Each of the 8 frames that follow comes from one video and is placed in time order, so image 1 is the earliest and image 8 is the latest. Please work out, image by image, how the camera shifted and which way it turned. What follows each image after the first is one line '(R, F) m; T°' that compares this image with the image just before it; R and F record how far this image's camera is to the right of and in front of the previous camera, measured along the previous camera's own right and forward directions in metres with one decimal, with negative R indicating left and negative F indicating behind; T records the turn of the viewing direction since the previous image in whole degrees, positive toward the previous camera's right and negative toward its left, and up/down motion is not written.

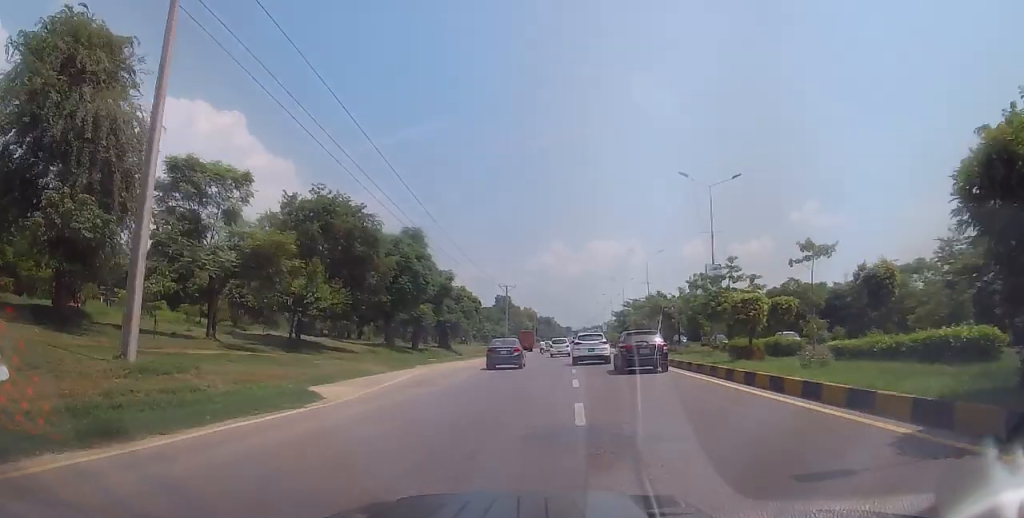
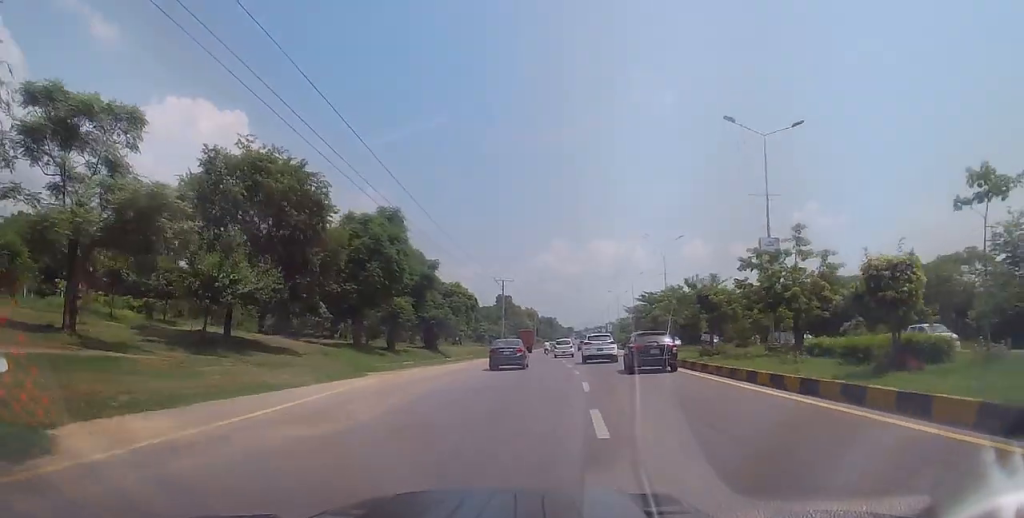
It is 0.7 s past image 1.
(-0.1, +9.0) m; 0°
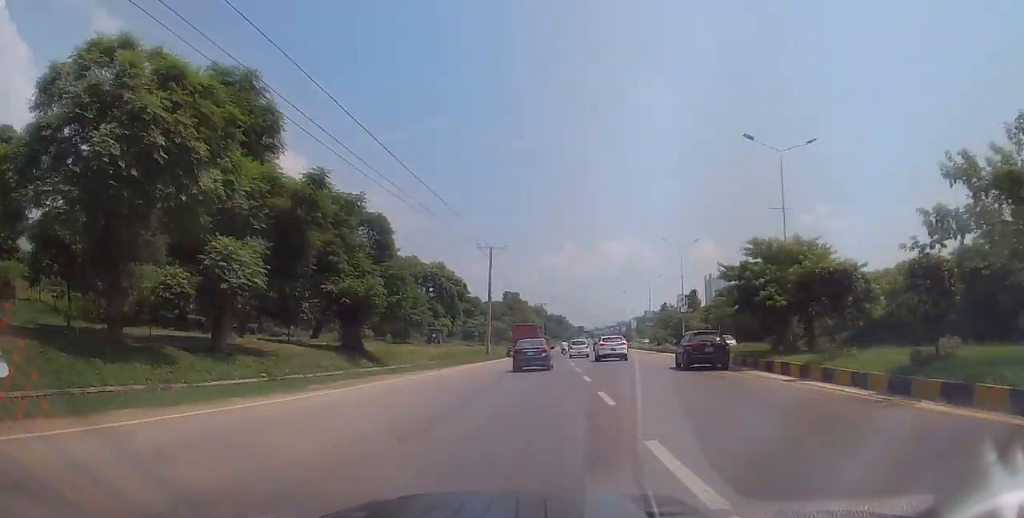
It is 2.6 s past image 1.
(+0.5, +27.0) m; +2°
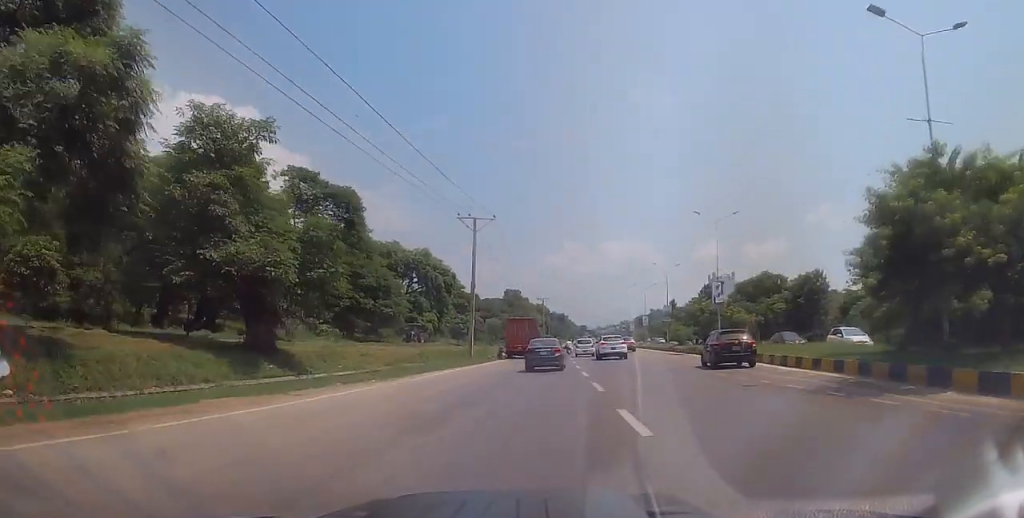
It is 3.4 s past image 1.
(0.0, +11.9) m; -2°
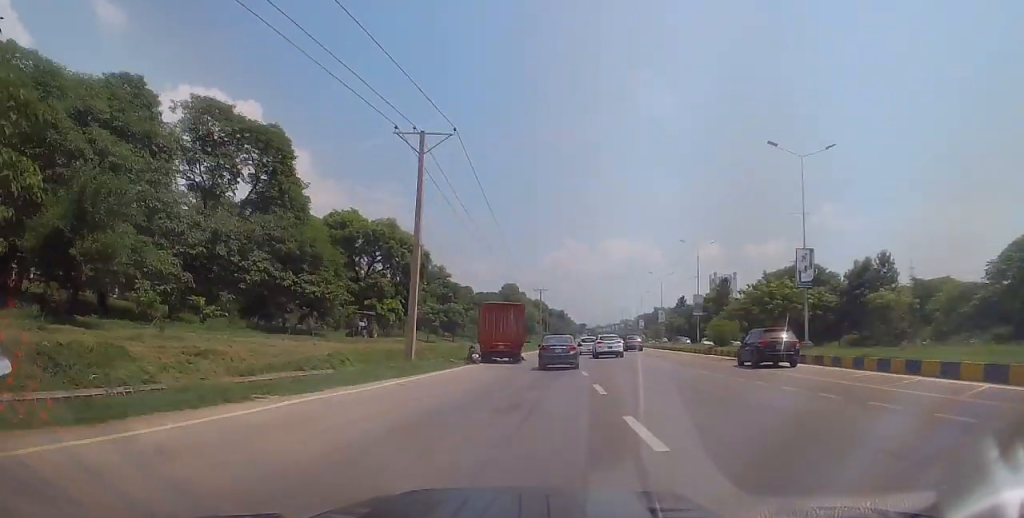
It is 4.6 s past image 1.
(-0.7, +16.5) m; +1°
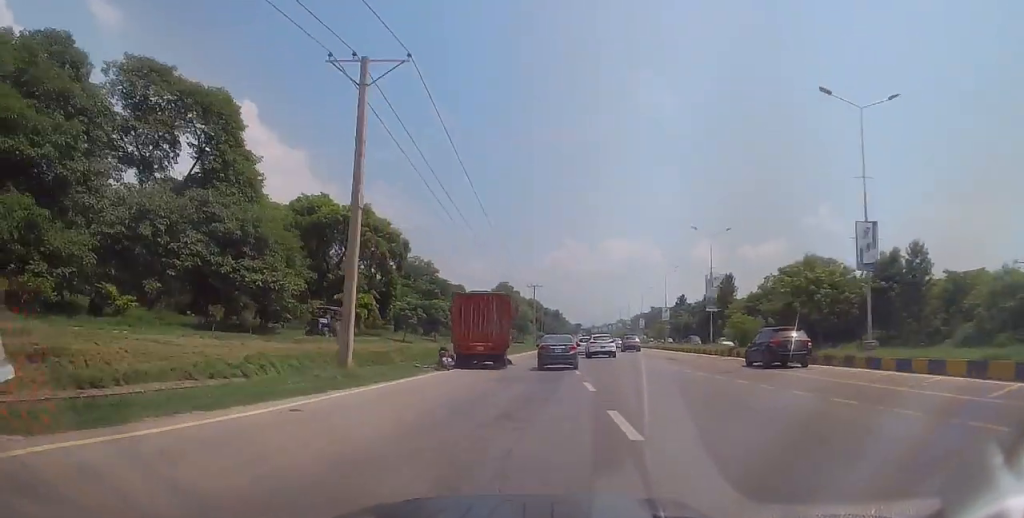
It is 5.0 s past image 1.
(+0.5, +6.8) m; +1°
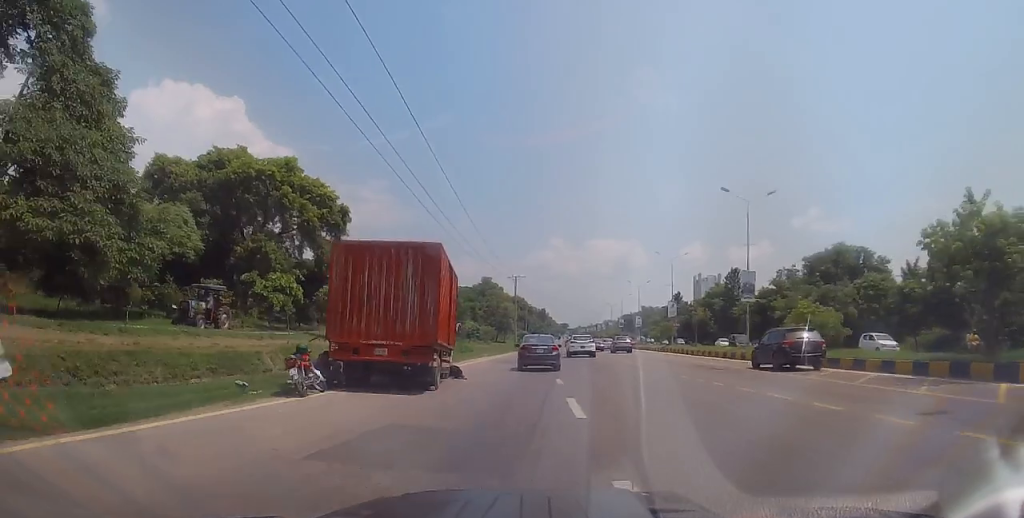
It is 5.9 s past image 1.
(+0.3, +13.1) m; 0°
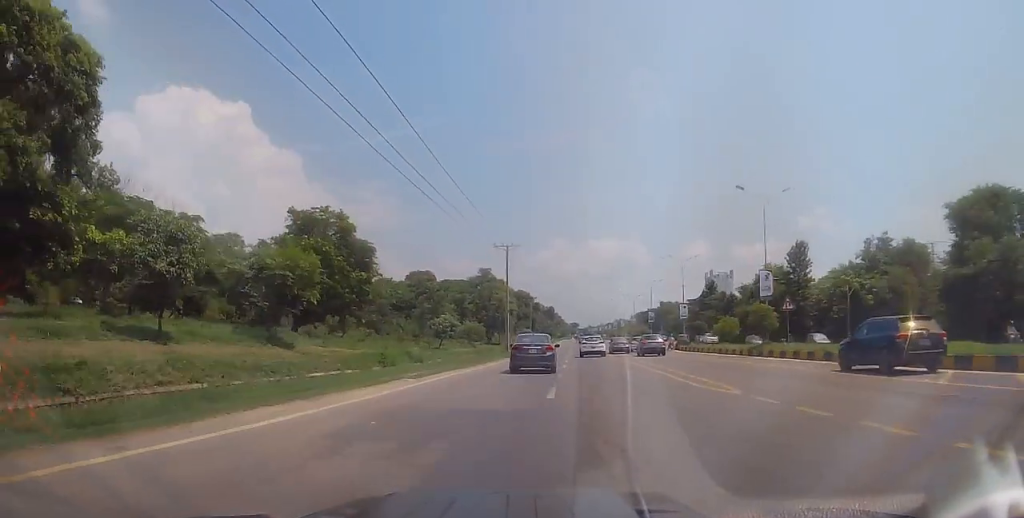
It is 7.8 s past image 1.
(-0.4, +27.1) m; 0°
